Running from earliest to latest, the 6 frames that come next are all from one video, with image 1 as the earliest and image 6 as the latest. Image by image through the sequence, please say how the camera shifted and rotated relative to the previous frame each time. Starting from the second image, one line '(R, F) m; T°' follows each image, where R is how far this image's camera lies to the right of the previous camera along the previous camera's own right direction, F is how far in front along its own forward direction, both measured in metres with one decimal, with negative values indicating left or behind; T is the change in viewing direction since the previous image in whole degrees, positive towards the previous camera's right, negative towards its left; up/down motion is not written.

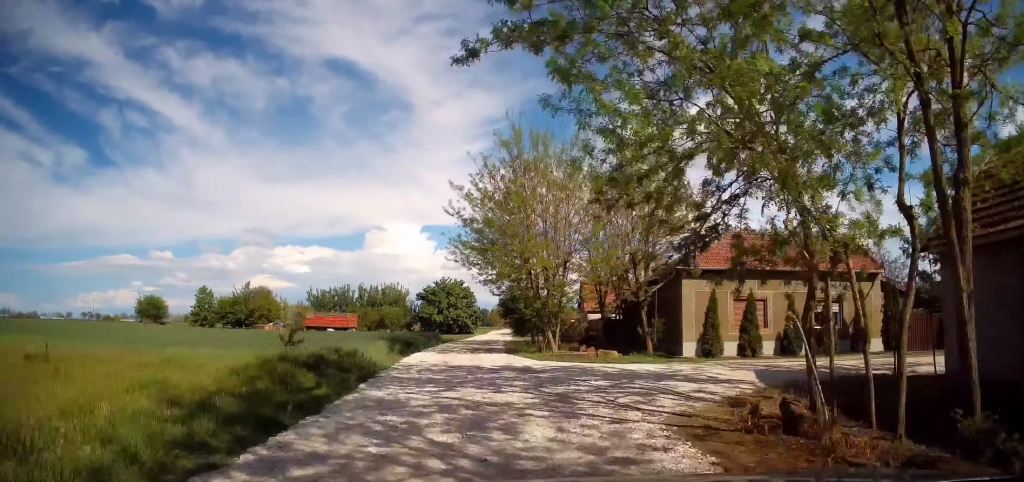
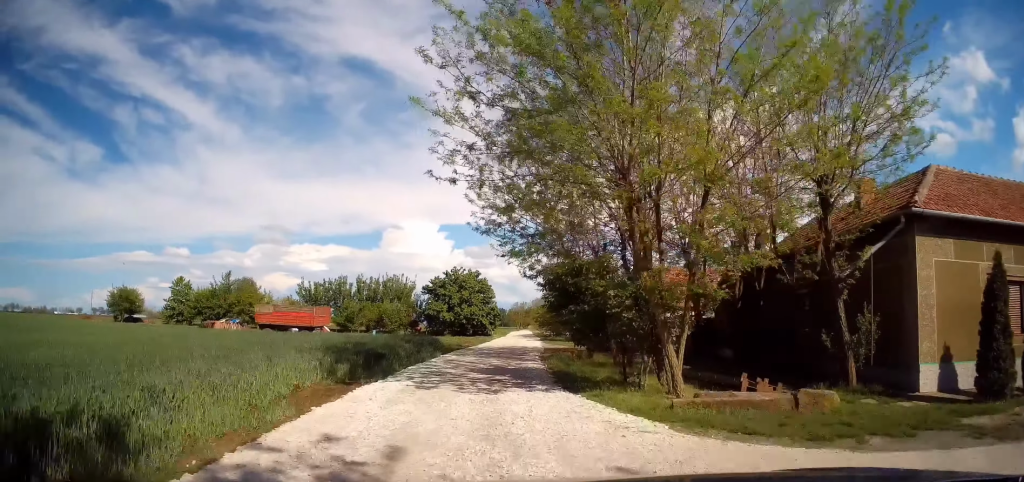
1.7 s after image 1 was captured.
(-0.8, +12.4) m; -2°
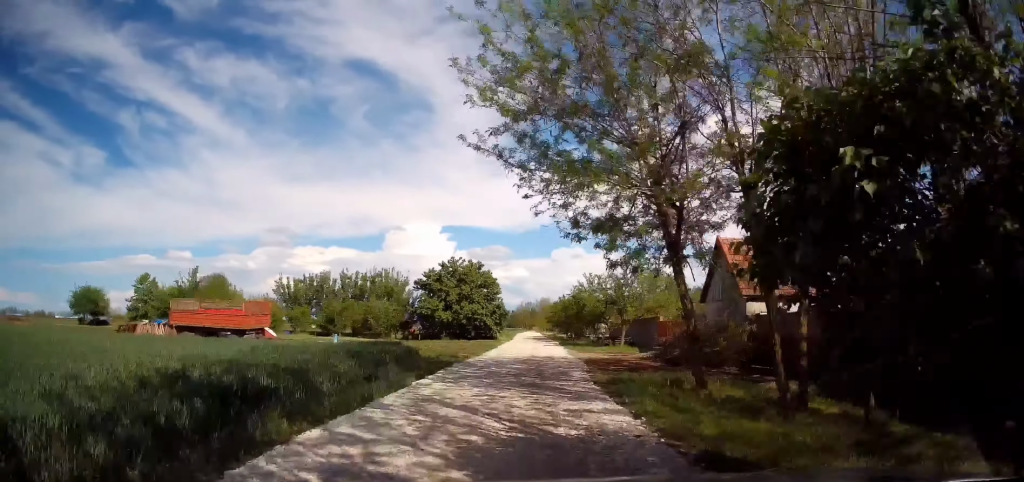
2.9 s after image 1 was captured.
(+0.4, +9.7) m; -1°
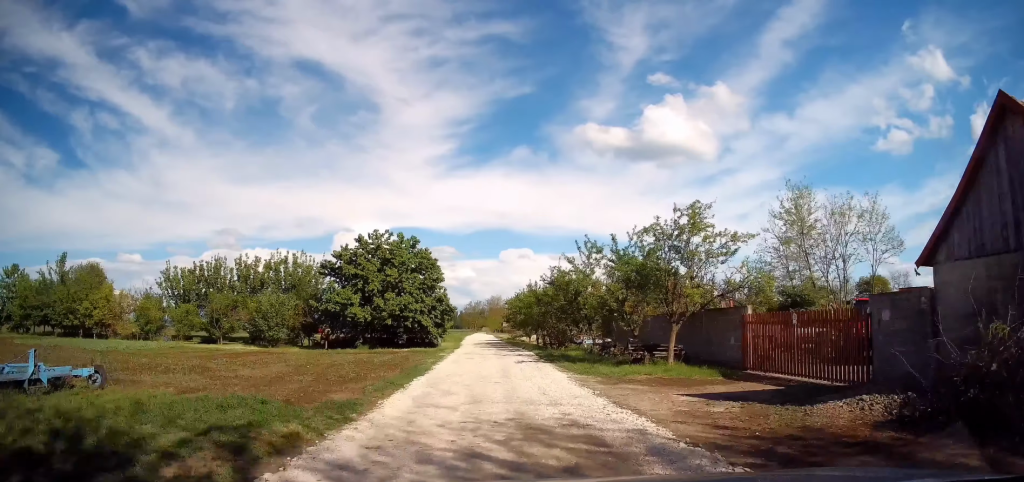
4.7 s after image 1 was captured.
(+0.3, +15.5) m; +3°
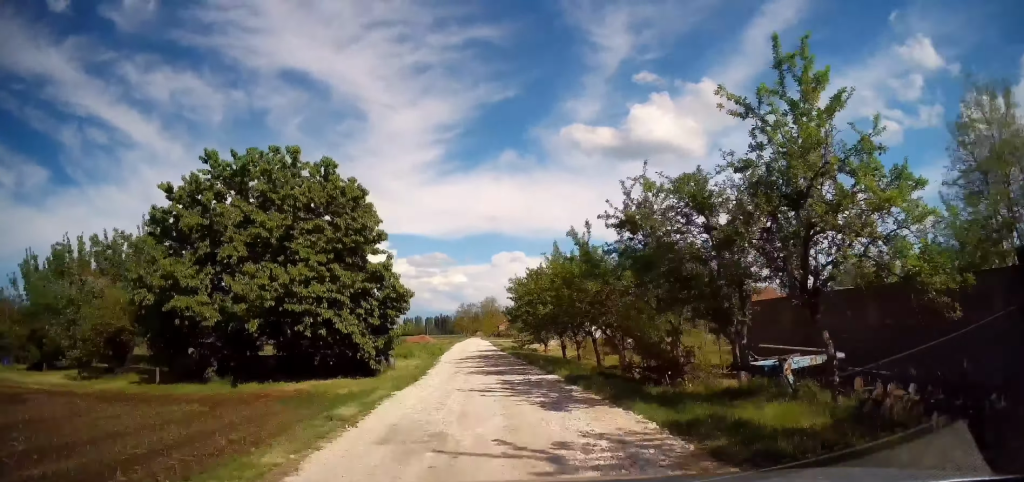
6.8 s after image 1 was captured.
(0.0, +18.8) m; +2°
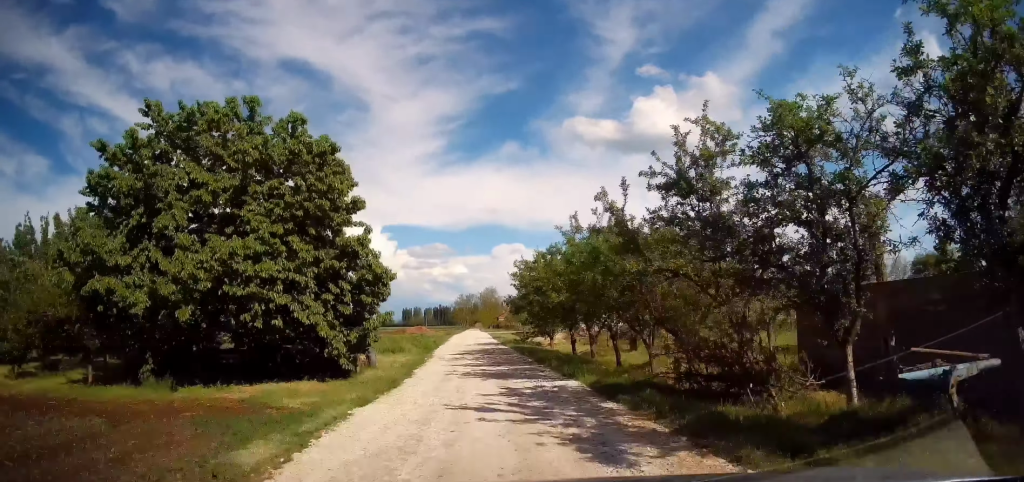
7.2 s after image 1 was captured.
(+0.2, +3.5) m; -1°
